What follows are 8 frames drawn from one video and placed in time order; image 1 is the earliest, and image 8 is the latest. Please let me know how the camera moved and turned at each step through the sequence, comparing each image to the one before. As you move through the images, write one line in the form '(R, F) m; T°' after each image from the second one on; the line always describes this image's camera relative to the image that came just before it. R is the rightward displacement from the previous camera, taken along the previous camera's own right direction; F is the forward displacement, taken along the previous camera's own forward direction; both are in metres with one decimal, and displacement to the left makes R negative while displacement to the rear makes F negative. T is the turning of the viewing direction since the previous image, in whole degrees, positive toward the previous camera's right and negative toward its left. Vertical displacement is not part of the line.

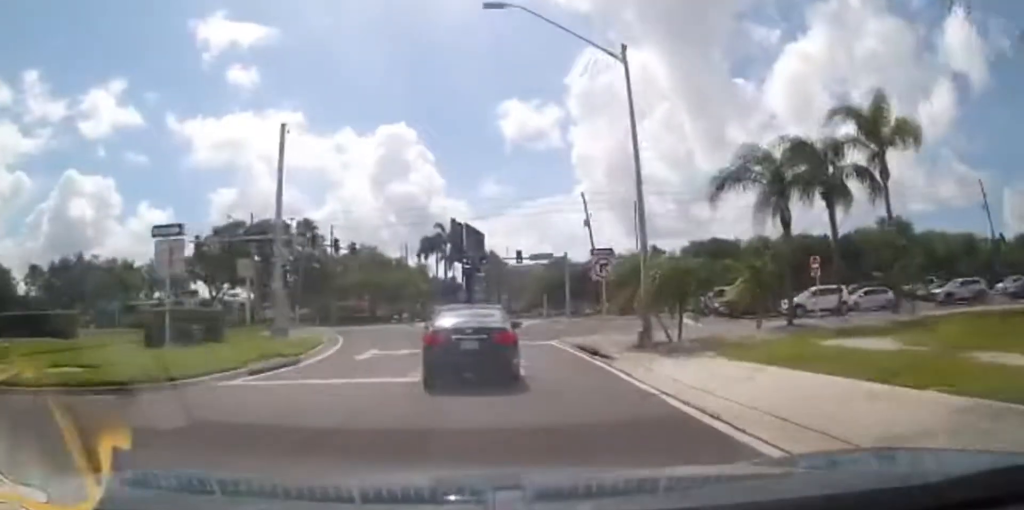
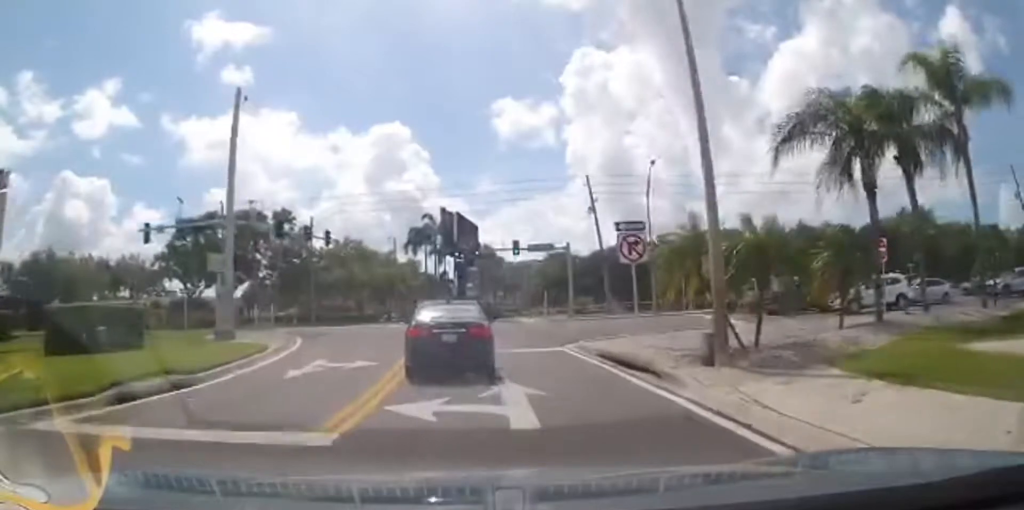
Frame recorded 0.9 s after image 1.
(+0.2, +6.4) m; +1°
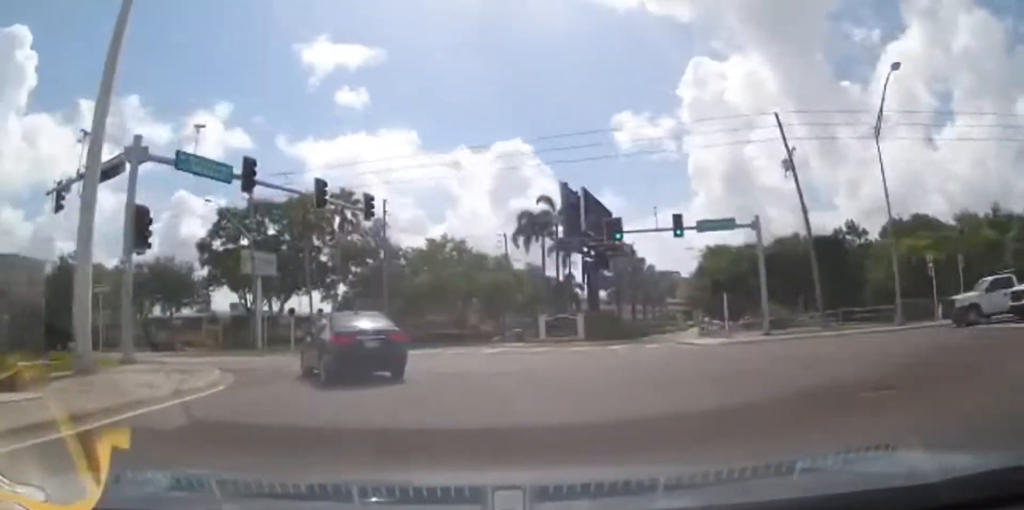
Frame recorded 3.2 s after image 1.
(-1.6, +18.9) m; -13°
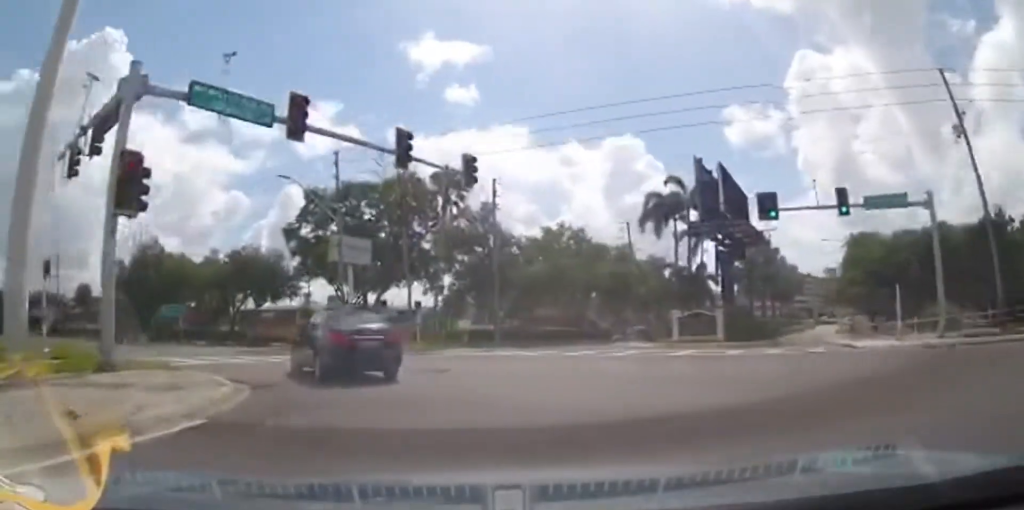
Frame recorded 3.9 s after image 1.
(-0.4, +6.5) m; -7°
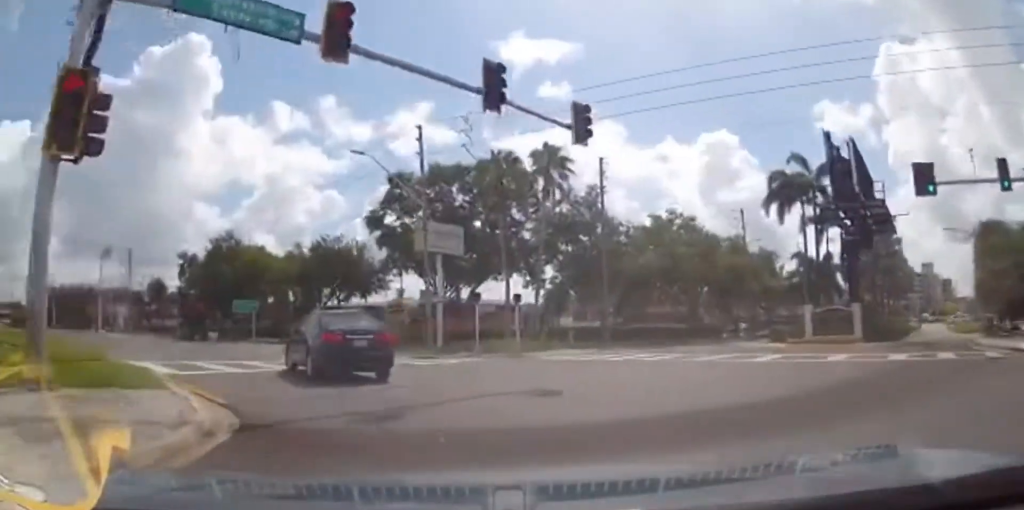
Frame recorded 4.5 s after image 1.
(0.0, +5.4) m; -7°
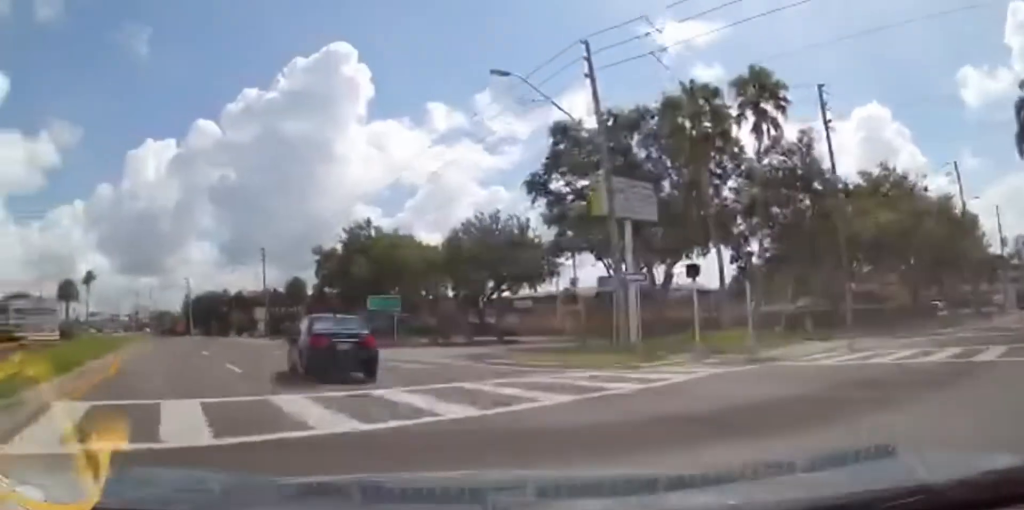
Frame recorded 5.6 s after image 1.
(-1.7, +10.4) m; -19°
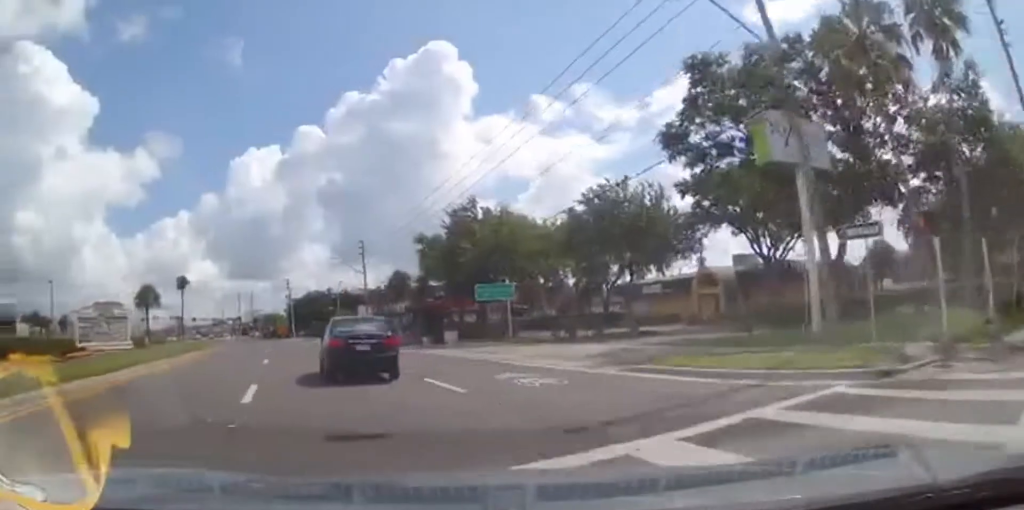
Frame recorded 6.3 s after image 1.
(-1.0, +7.1) m; -9°
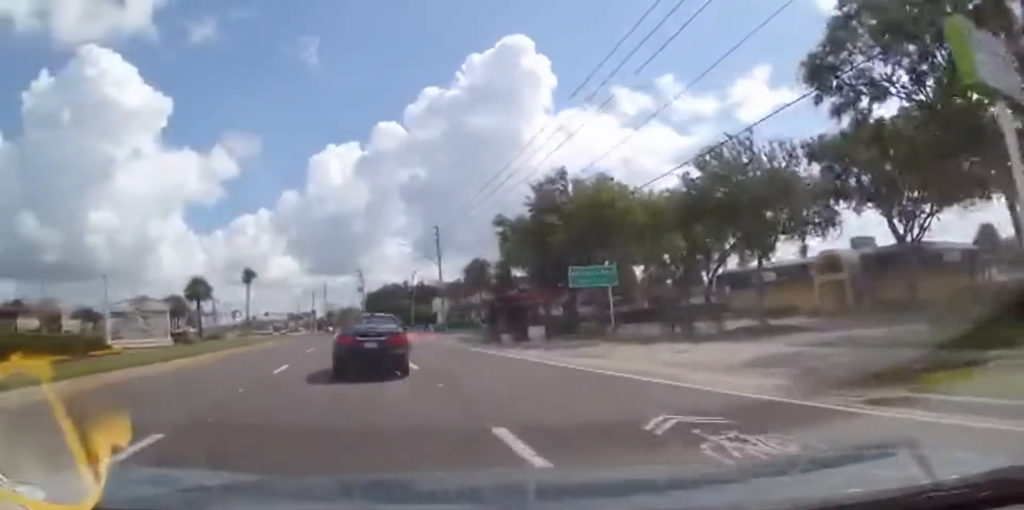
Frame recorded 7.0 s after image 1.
(-0.4, +7.2) m; -4°
